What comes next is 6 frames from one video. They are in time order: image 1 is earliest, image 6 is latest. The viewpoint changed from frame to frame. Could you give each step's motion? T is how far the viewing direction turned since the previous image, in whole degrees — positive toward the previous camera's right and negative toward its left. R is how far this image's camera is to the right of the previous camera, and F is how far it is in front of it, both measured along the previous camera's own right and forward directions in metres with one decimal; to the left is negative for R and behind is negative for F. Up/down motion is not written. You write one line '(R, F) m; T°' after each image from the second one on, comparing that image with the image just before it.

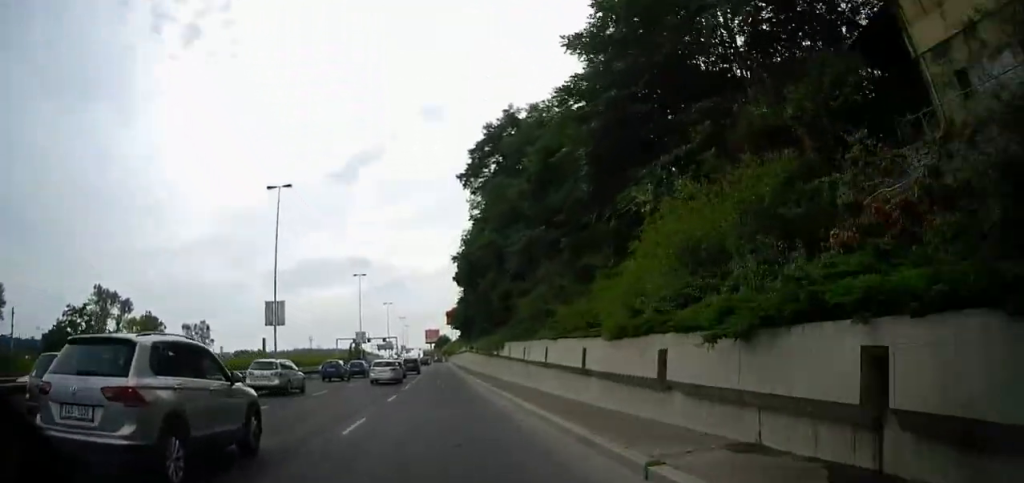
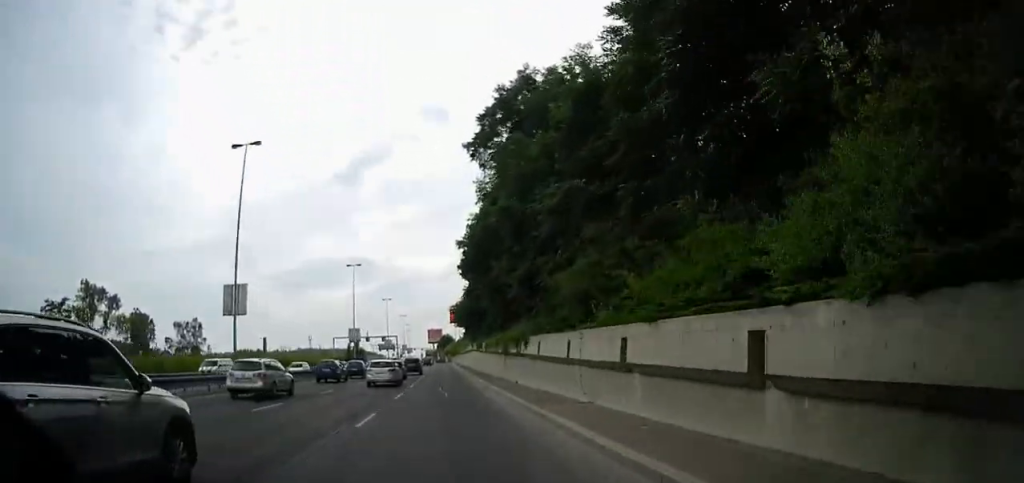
(0.0, +6.8) m; 0°
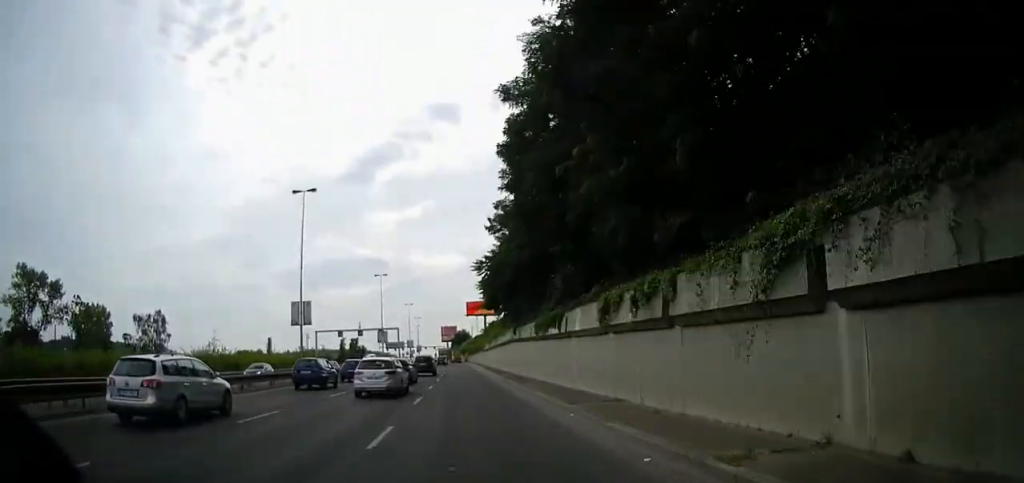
(-0.2, +24.2) m; -1°
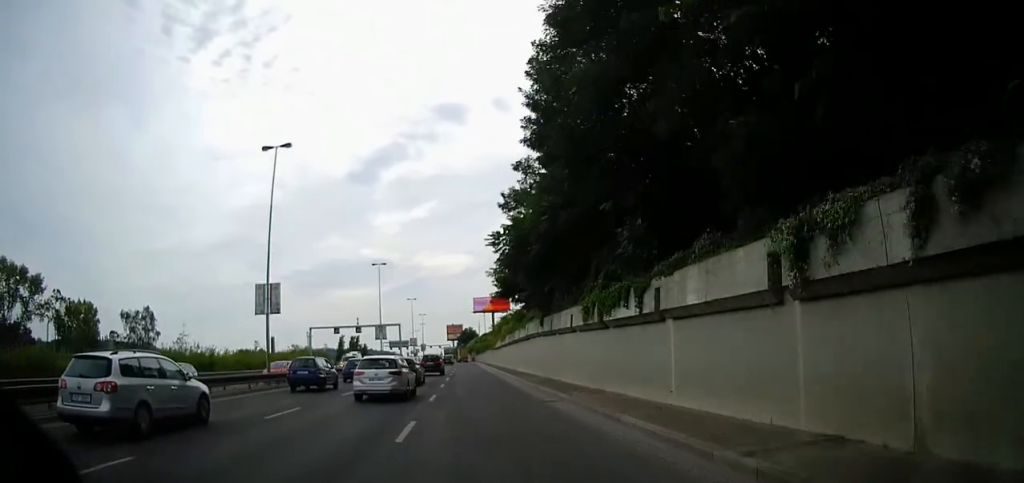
(0.0, +6.6) m; 0°
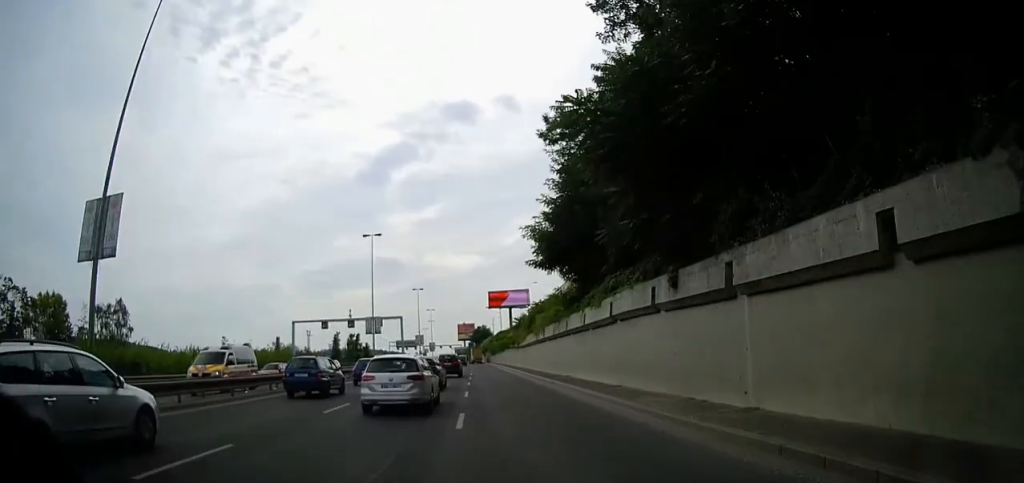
(-0.1, +14.4) m; -1°
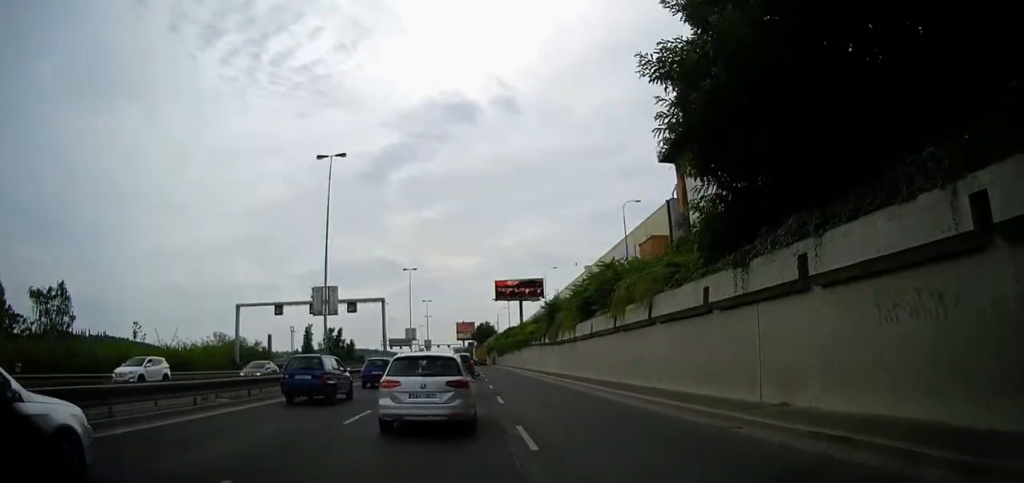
(+0.1, +28.5) m; +1°
